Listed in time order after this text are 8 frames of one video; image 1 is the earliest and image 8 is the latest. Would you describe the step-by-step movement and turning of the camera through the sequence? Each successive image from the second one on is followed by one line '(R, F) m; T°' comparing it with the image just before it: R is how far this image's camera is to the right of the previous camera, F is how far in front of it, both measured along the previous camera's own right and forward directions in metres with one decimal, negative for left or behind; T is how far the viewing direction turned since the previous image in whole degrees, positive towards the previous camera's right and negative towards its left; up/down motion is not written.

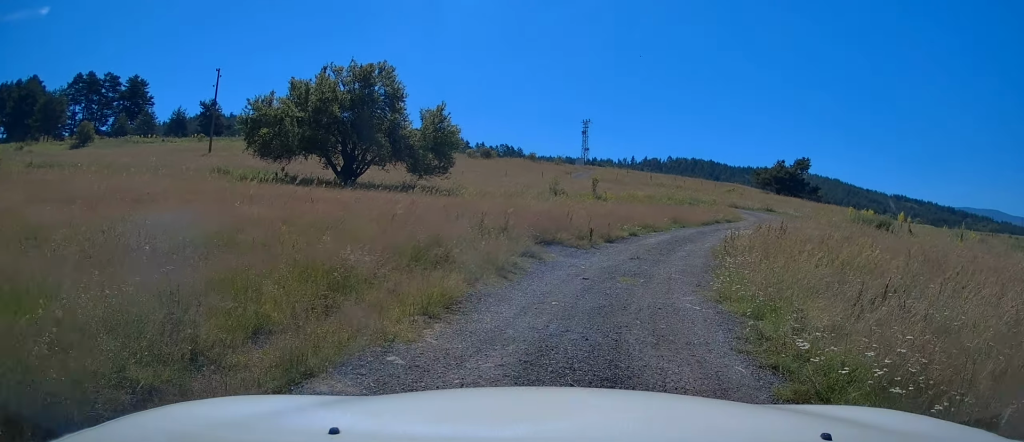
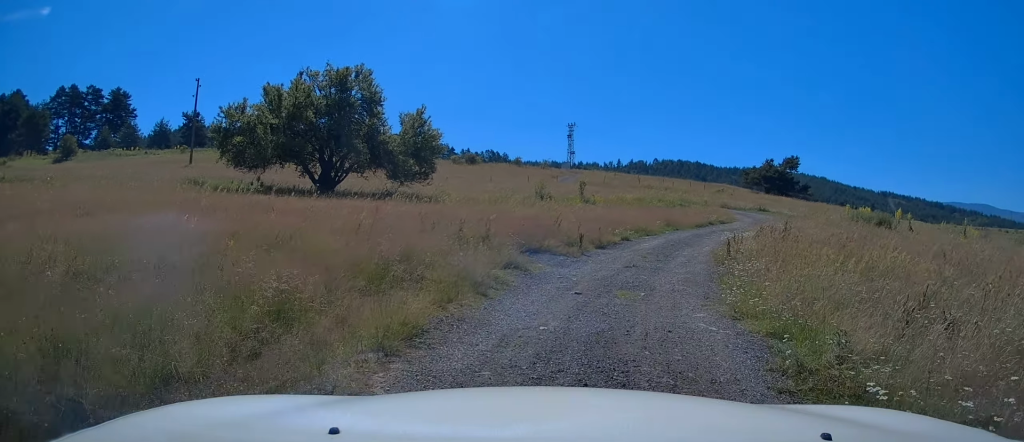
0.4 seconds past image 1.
(0.0, +1.2) m; +4°
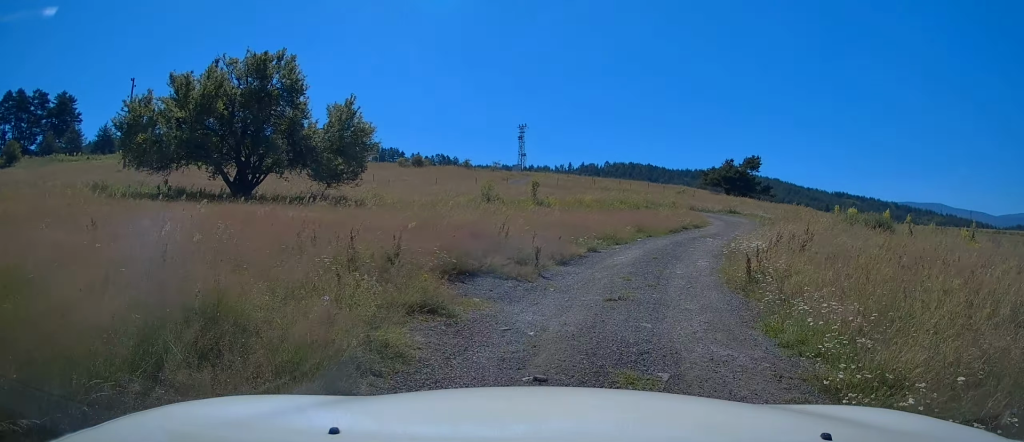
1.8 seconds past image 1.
(+0.4, +4.0) m; +6°
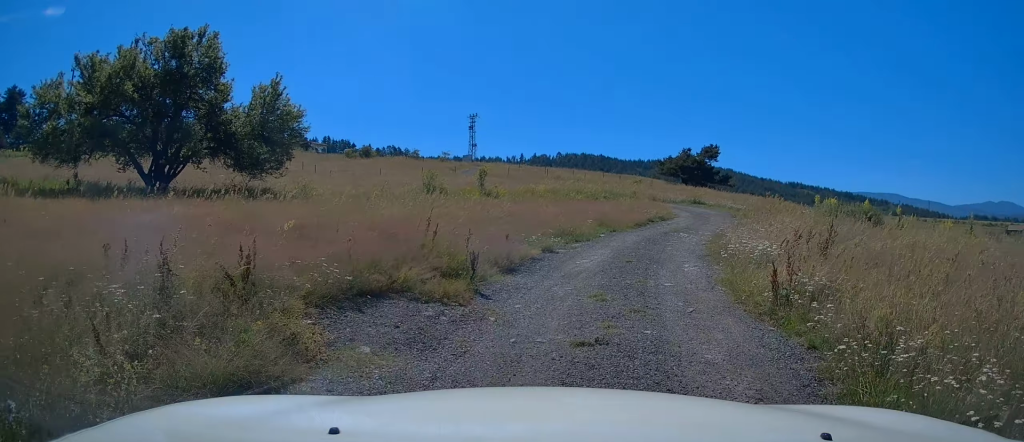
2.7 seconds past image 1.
(-0.1, +2.7) m; +2°
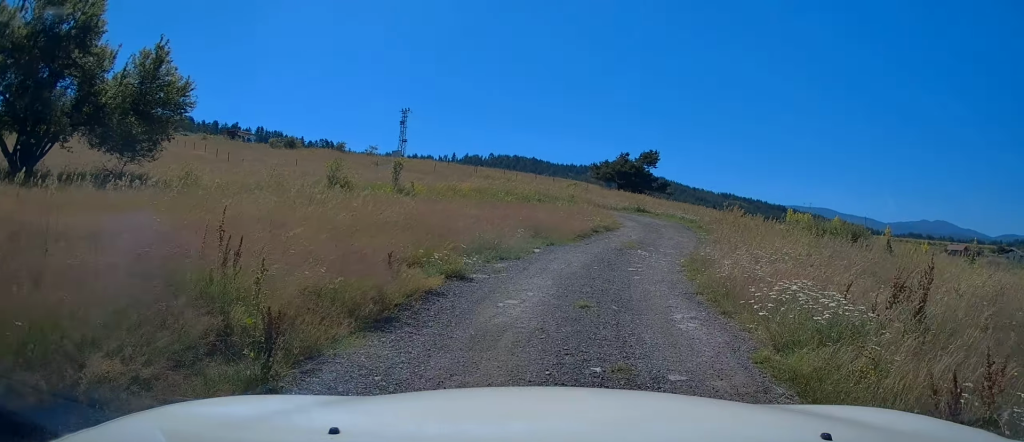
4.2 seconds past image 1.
(+0.5, +4.2) m; +10°
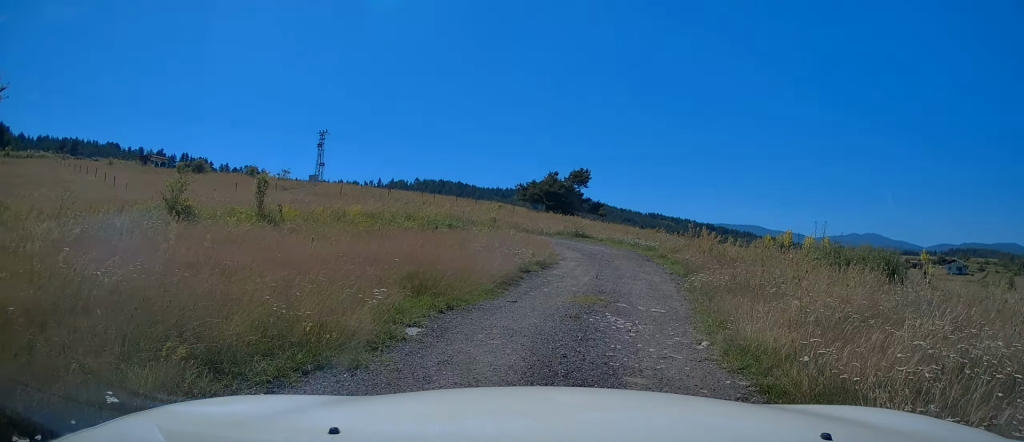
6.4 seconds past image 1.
(+0.1, +6.1) m; +2°
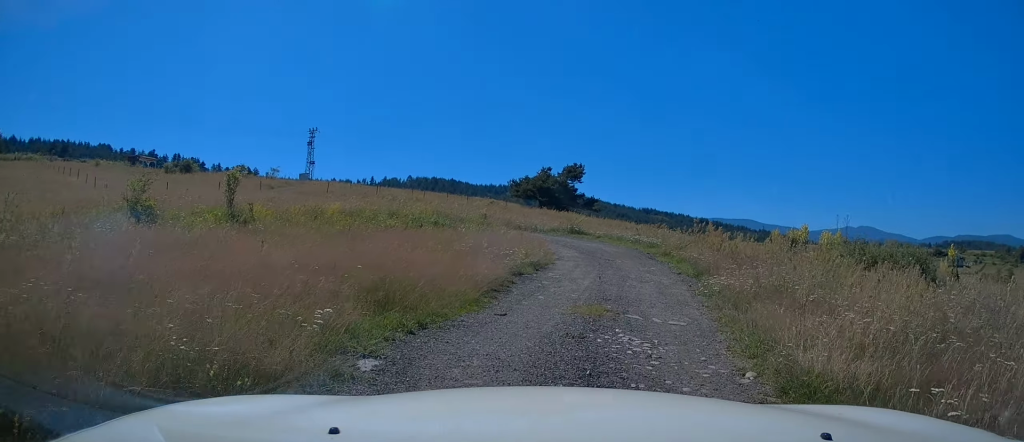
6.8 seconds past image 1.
(+0.1, +1.5) m; +1°
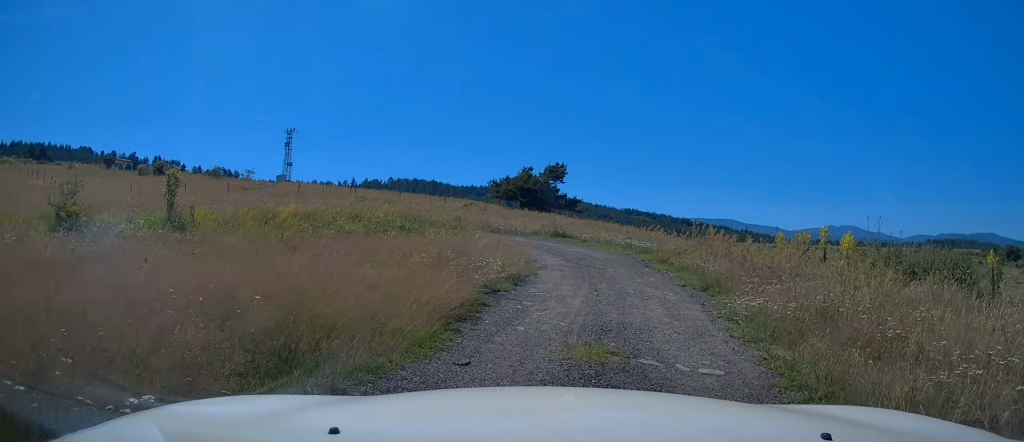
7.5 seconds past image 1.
(-0.1, +2.1) m; +1°
